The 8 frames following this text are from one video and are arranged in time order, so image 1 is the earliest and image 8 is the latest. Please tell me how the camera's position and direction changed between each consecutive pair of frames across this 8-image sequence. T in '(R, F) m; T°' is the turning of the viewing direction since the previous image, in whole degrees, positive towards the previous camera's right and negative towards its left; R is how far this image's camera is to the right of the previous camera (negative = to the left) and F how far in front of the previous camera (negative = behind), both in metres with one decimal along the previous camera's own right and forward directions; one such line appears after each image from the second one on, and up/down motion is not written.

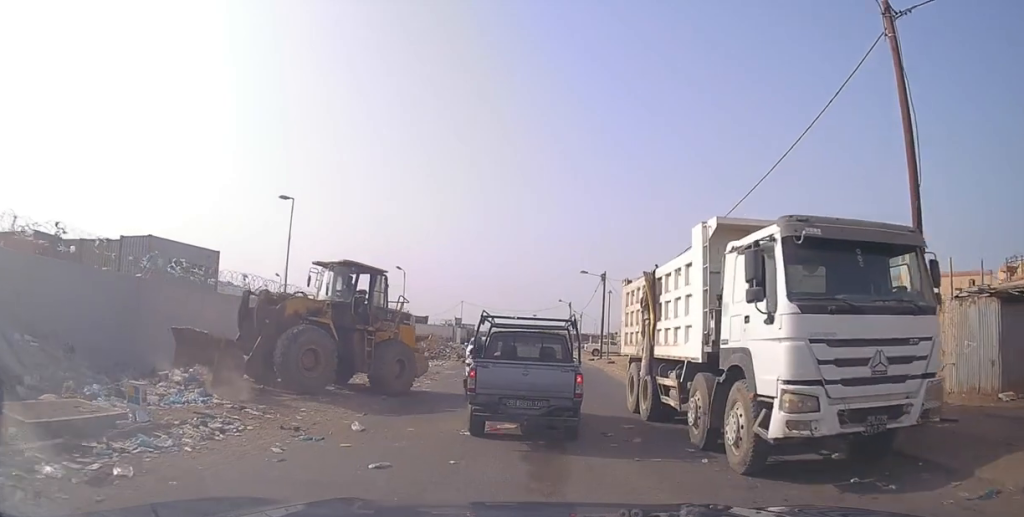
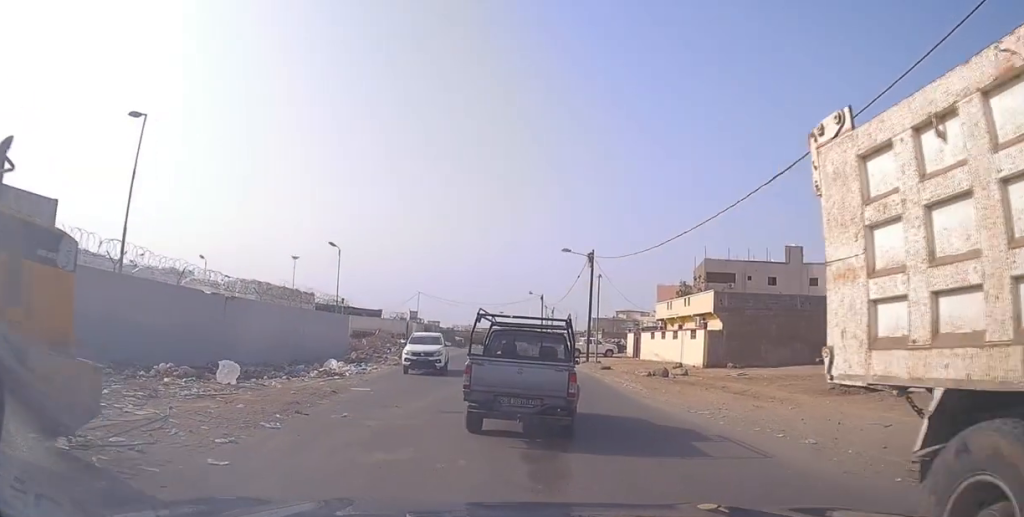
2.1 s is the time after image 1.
(+0.4, +12.4) m; +3°
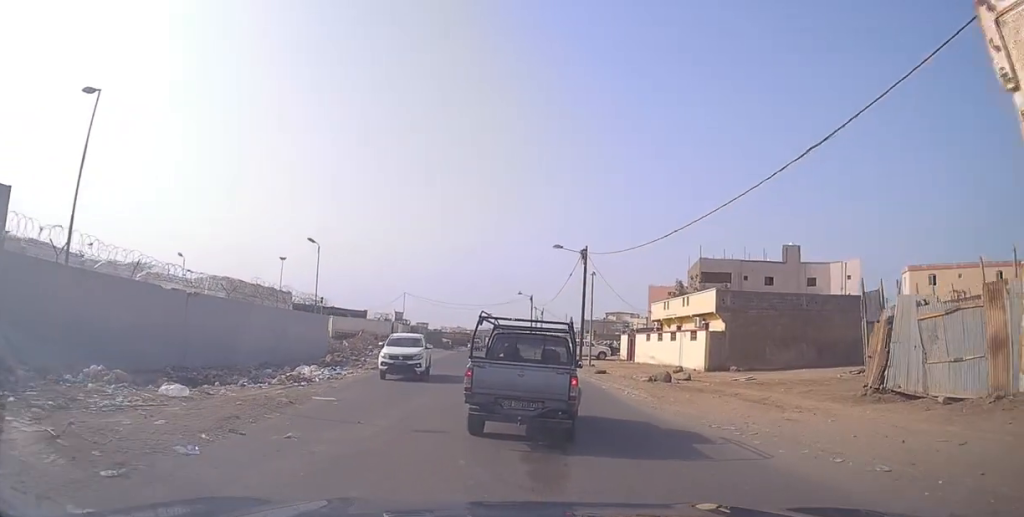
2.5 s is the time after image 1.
(-0.1, +2.4) m; +1°
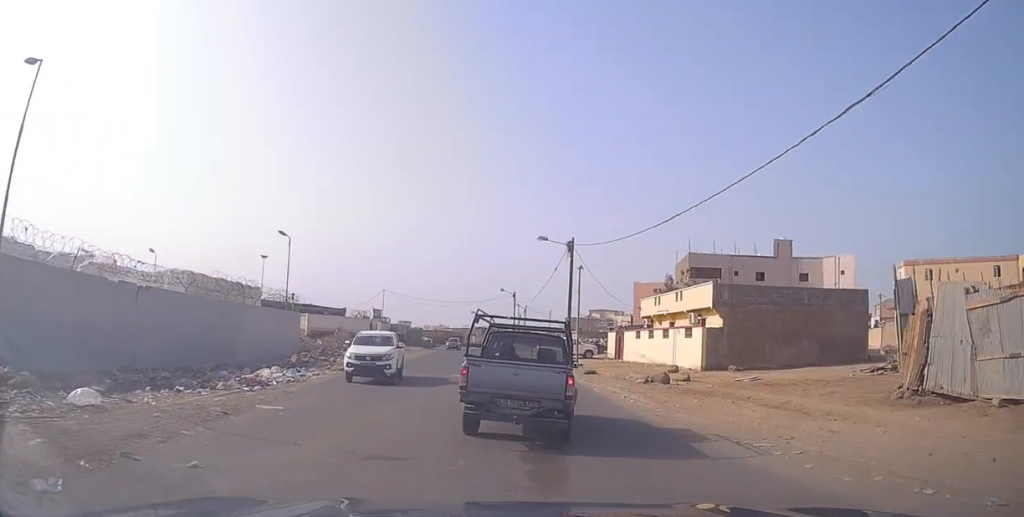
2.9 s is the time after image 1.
(+0.2, +2.4) m; +2°
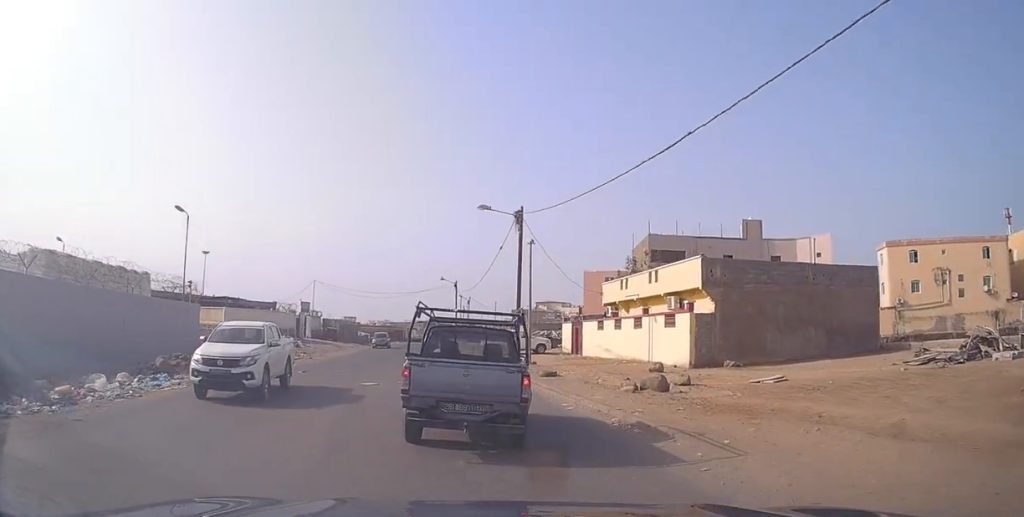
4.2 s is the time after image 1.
(+0.3, +6.9) m; +7°
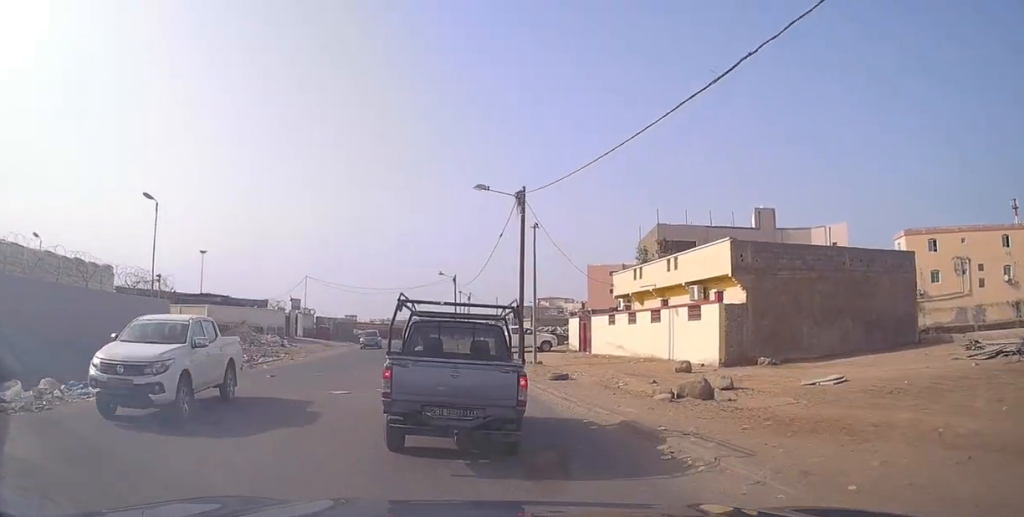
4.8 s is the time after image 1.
(+0.2, +3.3) m; +1°
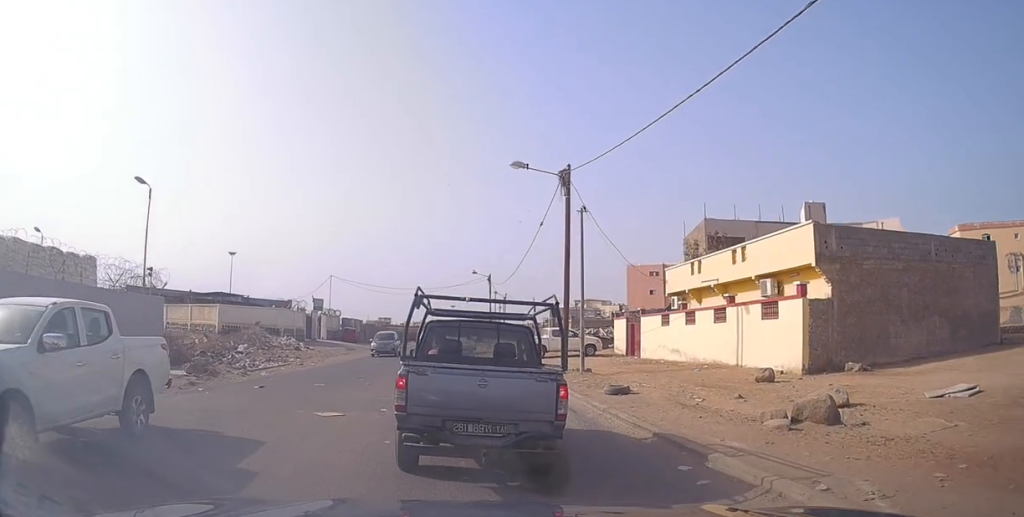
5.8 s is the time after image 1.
(+0.1, +3.8) m; -6°
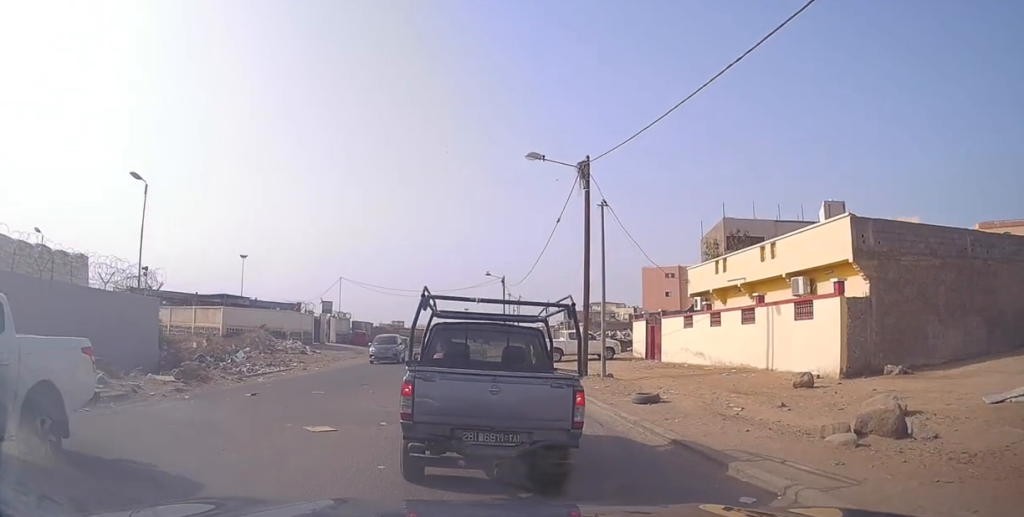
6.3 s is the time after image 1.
(-0.2, +1.5) m; -7°
